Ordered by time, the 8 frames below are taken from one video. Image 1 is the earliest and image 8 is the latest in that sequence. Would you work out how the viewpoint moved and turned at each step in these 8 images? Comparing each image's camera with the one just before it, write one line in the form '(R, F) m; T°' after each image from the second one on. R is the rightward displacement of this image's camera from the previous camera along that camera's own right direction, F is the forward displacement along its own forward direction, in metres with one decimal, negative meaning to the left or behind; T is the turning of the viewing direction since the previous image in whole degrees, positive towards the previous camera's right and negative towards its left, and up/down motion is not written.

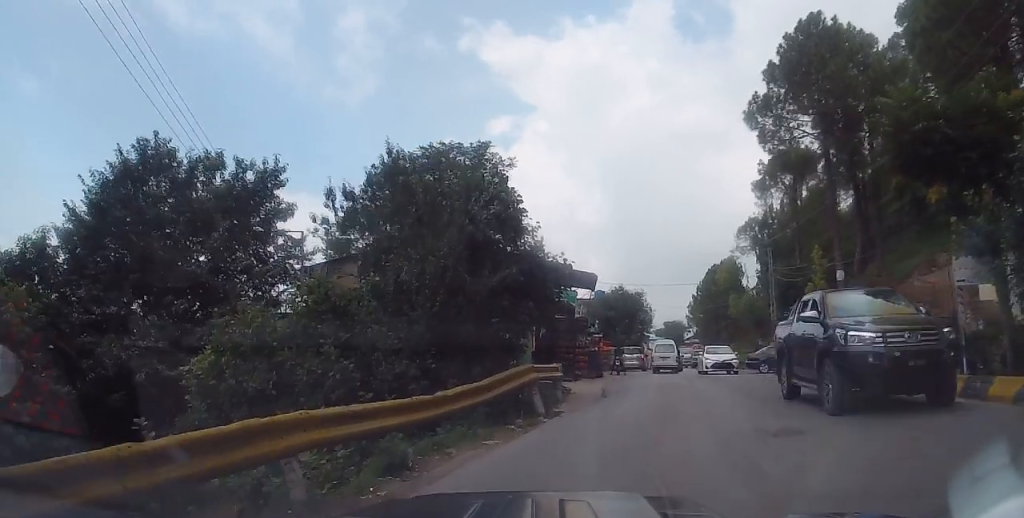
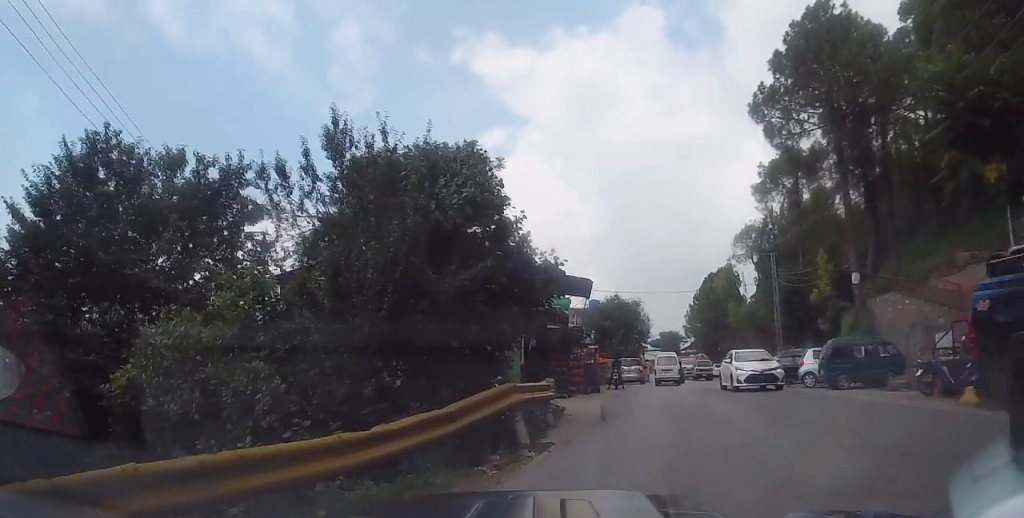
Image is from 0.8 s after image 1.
(-0.5, +2.7) m; -2°
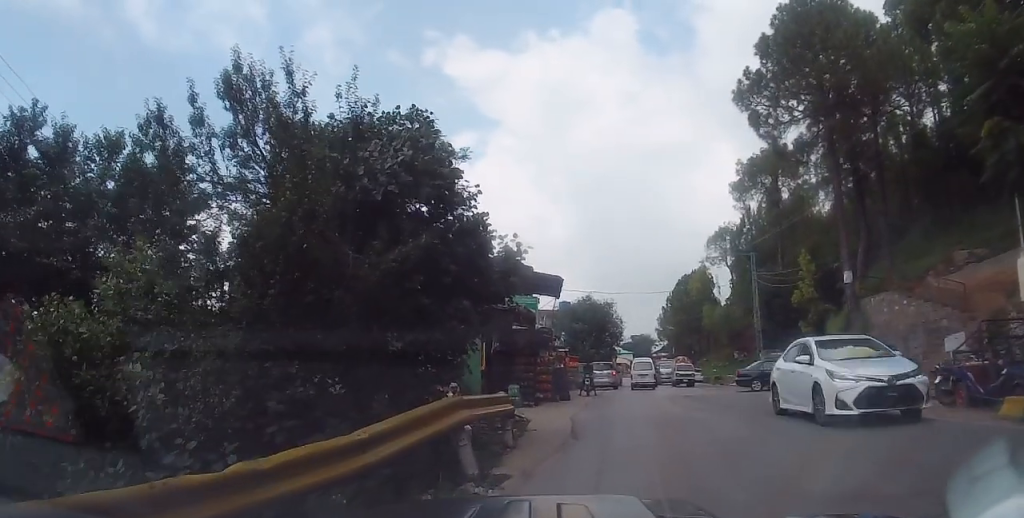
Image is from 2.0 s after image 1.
(+0.5, +2.2) m; +5°
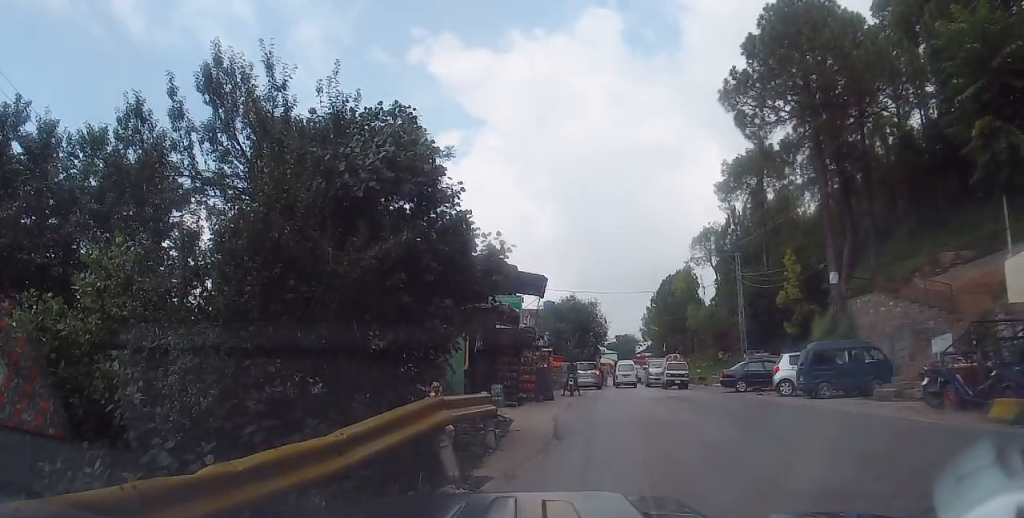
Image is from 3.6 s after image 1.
(-0.5, +1.0) m; 0°
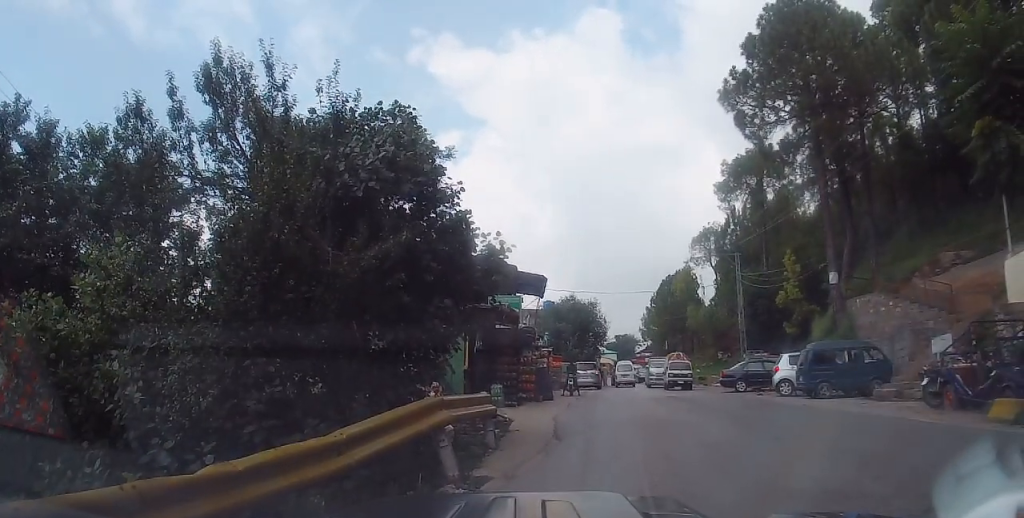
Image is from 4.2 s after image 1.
(0.0, 0.0) m; 0°
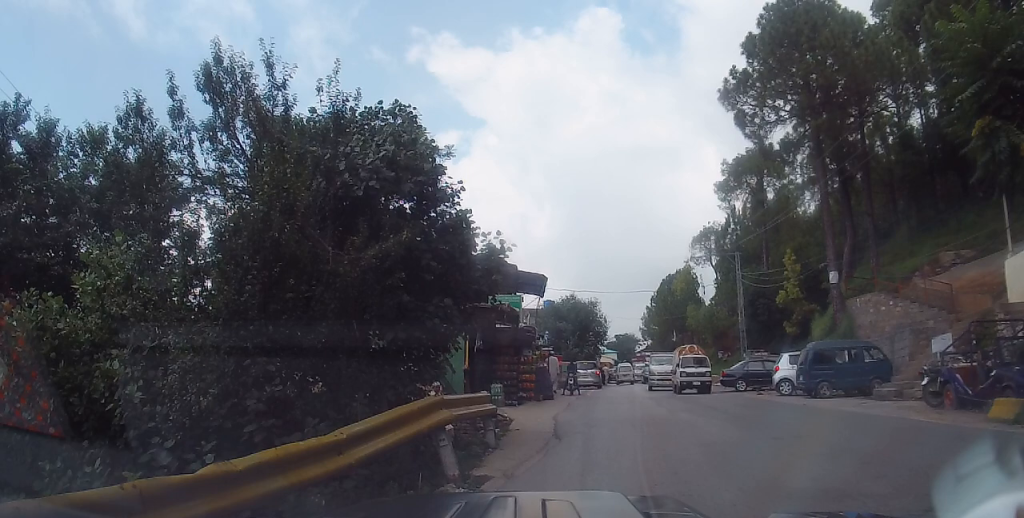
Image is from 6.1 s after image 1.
(0.0, 0.0) m; 0°
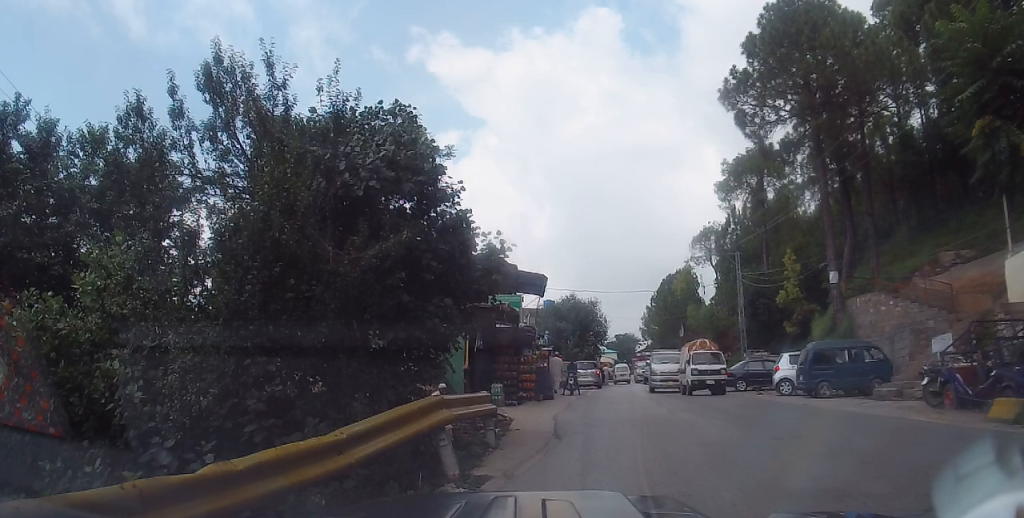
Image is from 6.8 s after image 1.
(0.0, 0.0) m; 0°
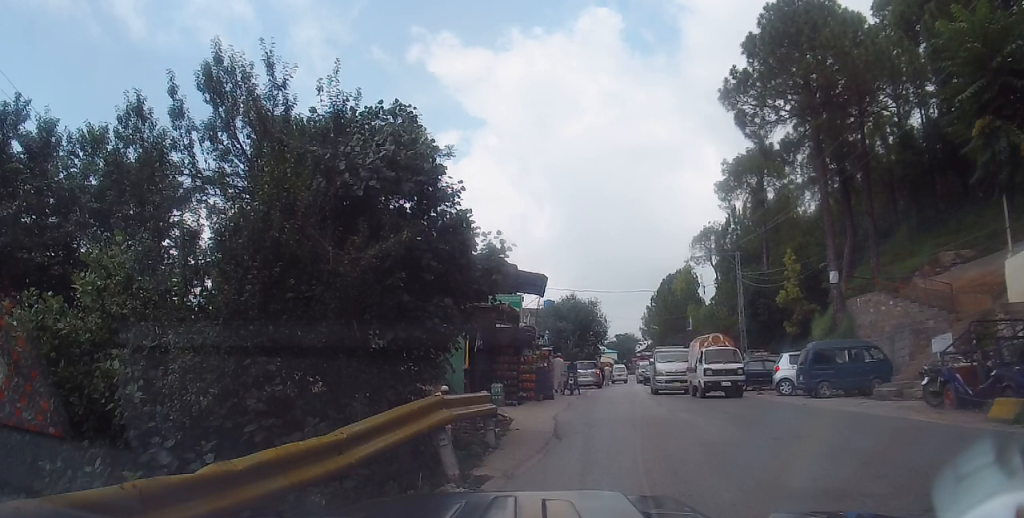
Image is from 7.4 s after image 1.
(0.0, 0.0) m; 0°
